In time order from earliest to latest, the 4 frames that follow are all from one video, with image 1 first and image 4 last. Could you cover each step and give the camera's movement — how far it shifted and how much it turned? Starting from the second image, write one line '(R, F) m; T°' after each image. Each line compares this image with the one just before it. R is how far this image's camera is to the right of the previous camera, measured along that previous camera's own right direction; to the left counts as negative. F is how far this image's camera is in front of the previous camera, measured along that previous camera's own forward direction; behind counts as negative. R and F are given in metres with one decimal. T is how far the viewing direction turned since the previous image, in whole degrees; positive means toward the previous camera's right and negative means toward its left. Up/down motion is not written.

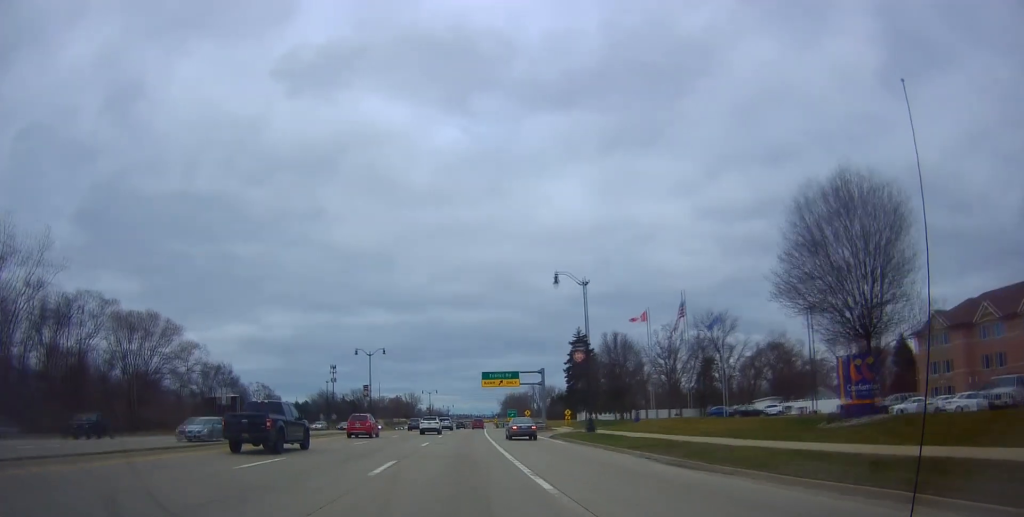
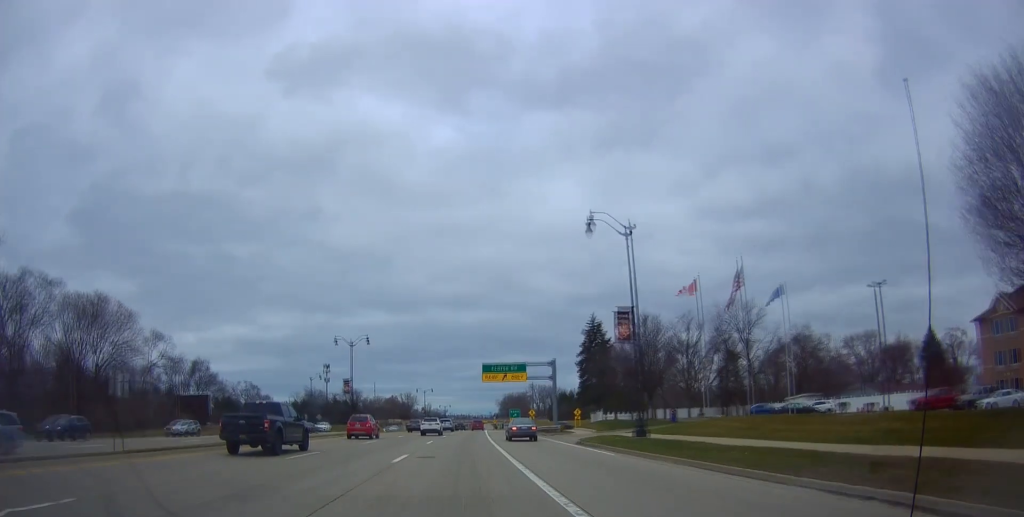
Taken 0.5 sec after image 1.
(-0.6, +11.5) m; -1°
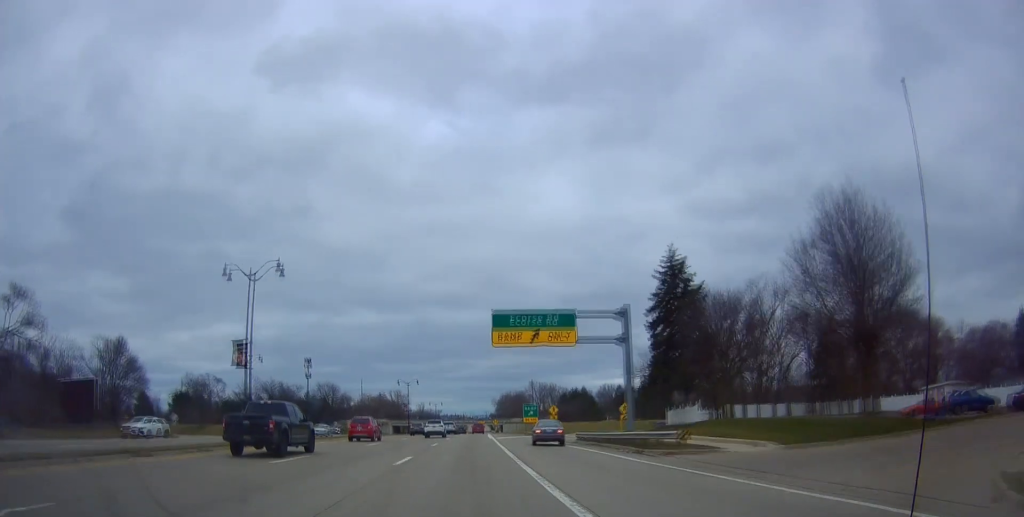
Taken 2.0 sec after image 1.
(-0.4, +31.7) m; 0°
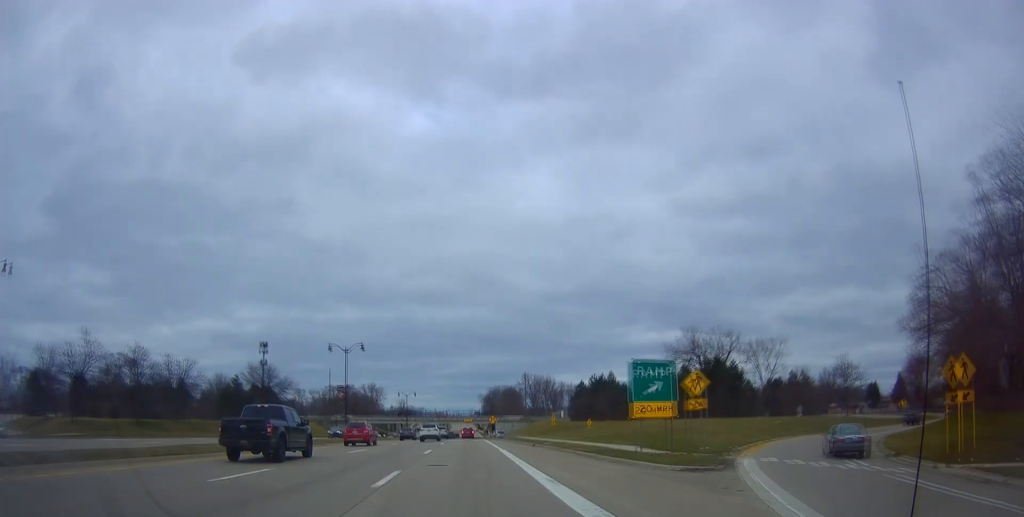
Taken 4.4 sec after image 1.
(+1.6, +50.5) m; +4°
